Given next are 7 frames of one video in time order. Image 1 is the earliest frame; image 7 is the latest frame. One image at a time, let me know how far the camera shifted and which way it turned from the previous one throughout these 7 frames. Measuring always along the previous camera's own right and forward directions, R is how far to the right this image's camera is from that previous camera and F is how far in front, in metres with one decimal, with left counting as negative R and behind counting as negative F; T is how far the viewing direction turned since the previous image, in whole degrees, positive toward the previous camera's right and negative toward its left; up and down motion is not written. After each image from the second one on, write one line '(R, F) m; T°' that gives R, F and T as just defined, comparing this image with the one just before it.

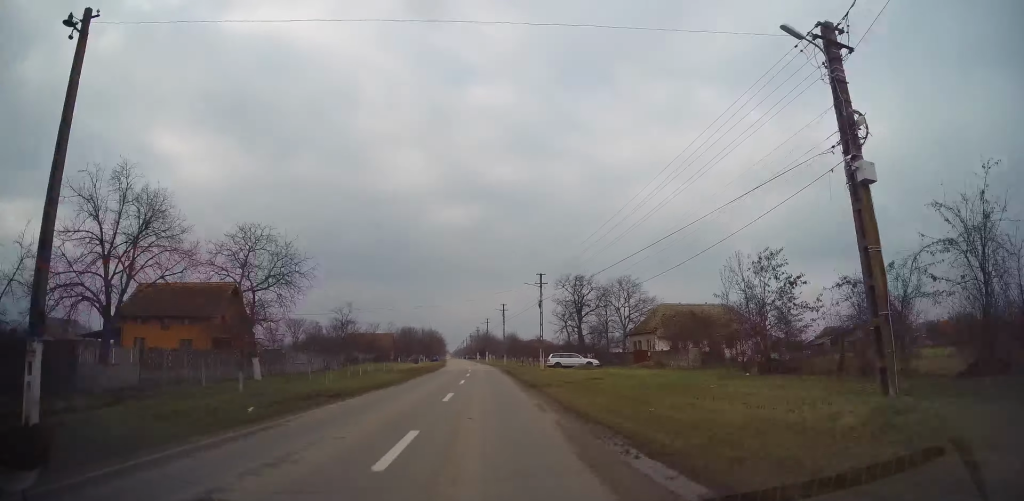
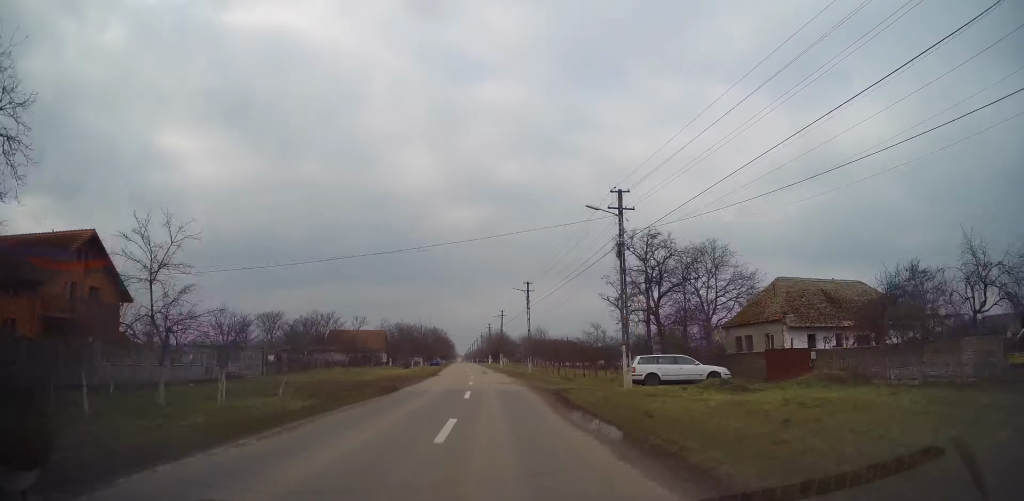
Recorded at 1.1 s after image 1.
(-0.3, +24.9) m; 0°
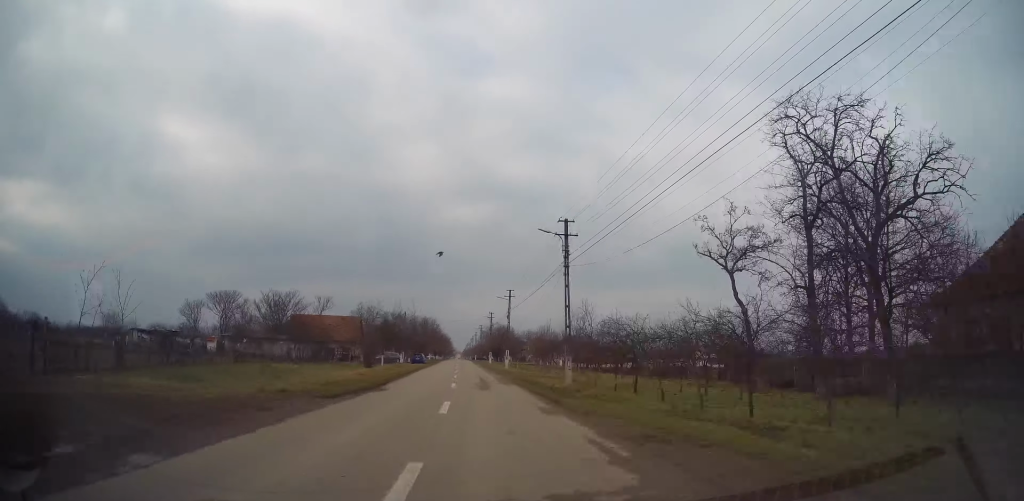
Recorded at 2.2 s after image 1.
(+0.3, +22.9) m; 0°
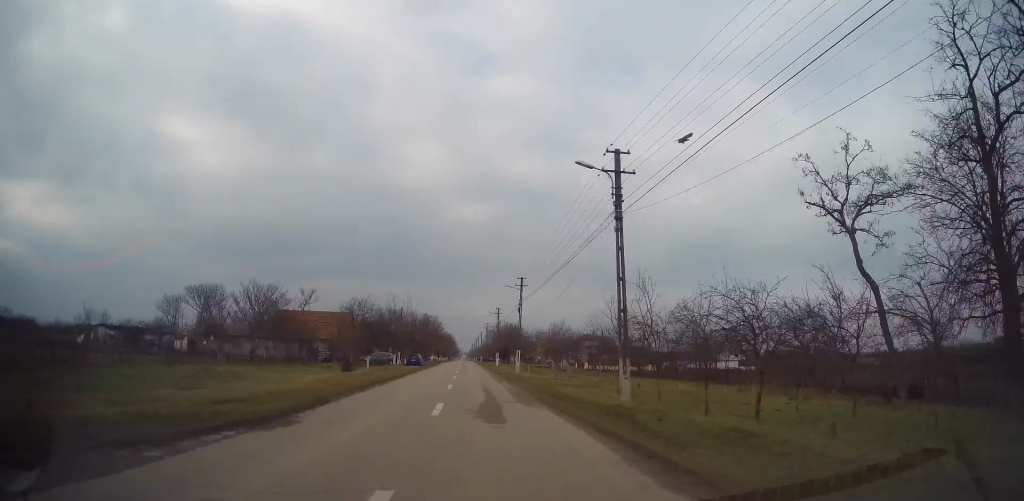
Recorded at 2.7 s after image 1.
(+0.1, +9.7) m; -1°
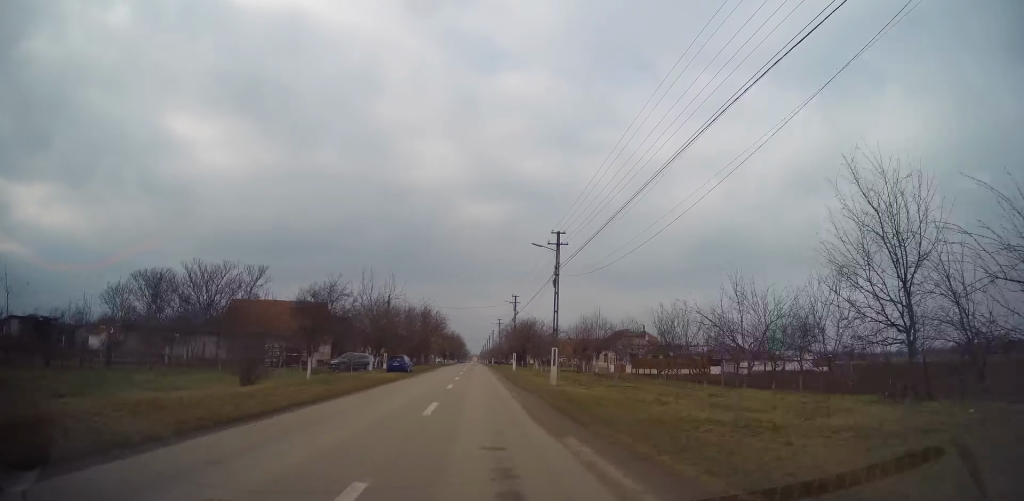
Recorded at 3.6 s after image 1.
(-0.4, +18.1) m; -1°
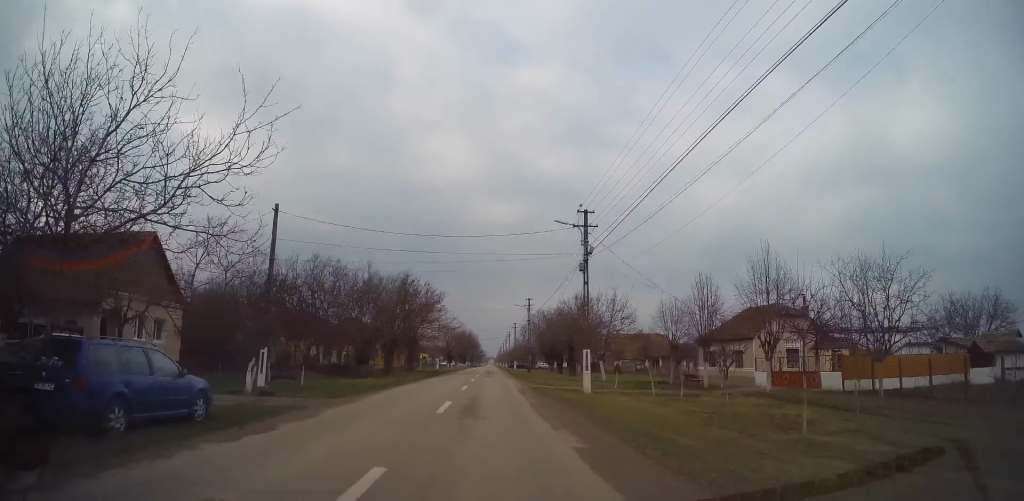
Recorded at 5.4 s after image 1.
(-0.4, +35.2) m; -2°
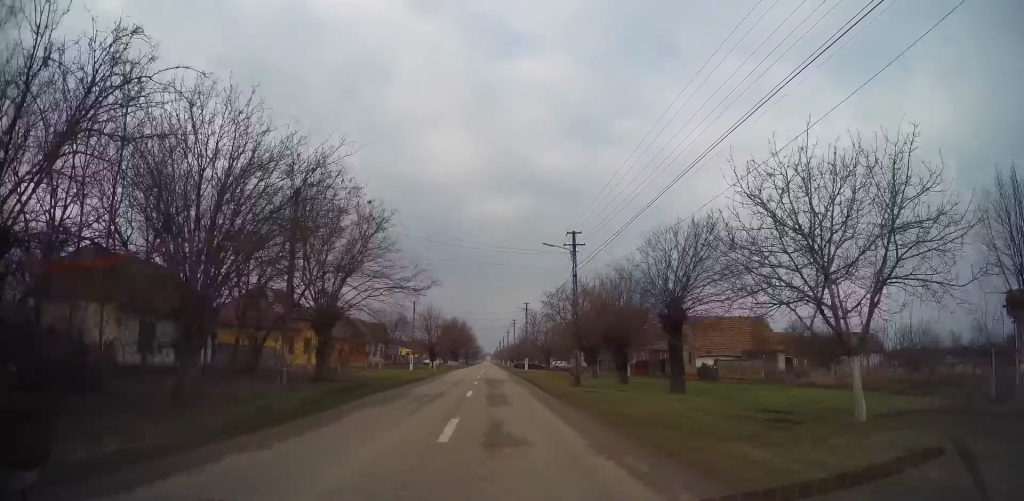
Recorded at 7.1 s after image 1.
(-0.4, +30.6) m; 0°
